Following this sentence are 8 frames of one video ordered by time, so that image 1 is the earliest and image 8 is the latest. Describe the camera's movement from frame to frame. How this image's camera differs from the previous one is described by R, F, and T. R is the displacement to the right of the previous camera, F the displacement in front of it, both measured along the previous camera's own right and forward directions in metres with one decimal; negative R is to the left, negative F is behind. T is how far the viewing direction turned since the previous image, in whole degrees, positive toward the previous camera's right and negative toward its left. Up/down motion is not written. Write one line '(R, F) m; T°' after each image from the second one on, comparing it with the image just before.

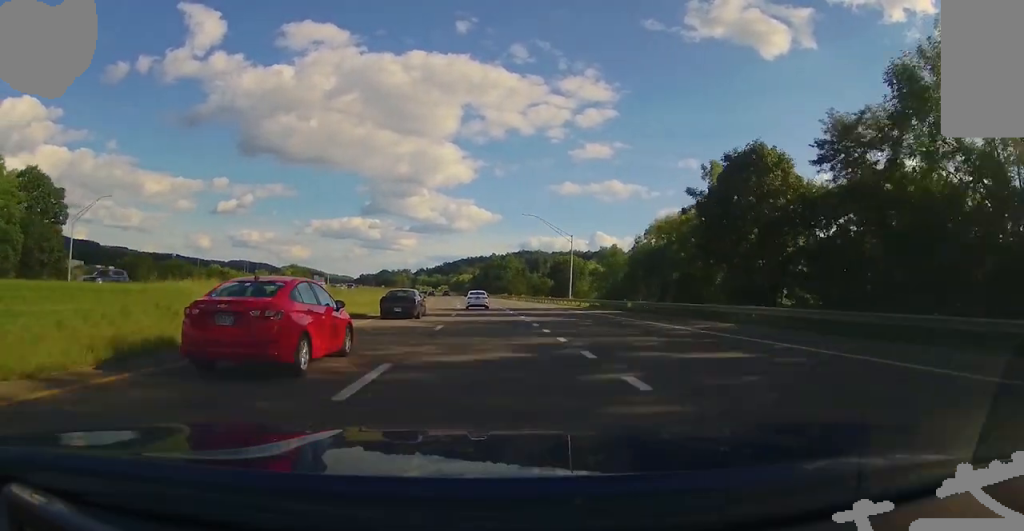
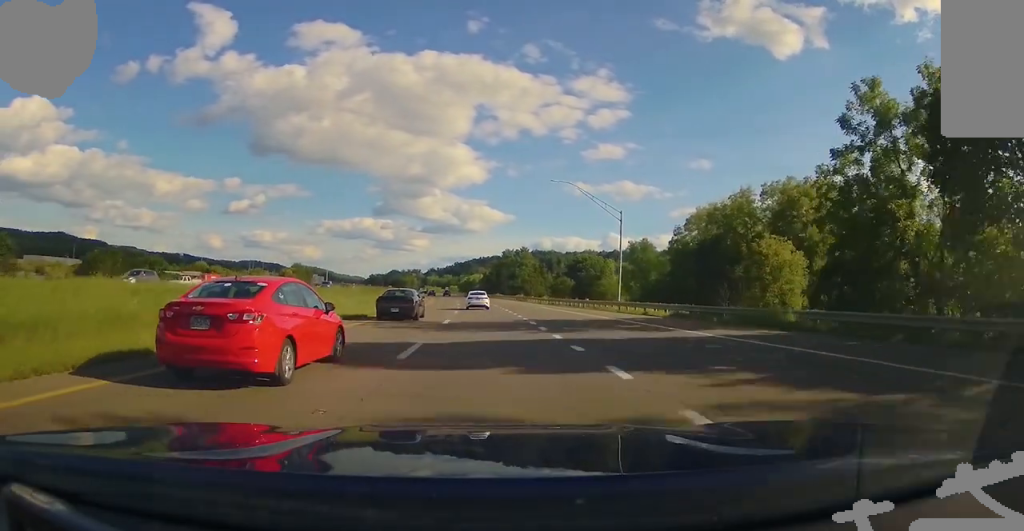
(-0.5, +20.7) m; -3°
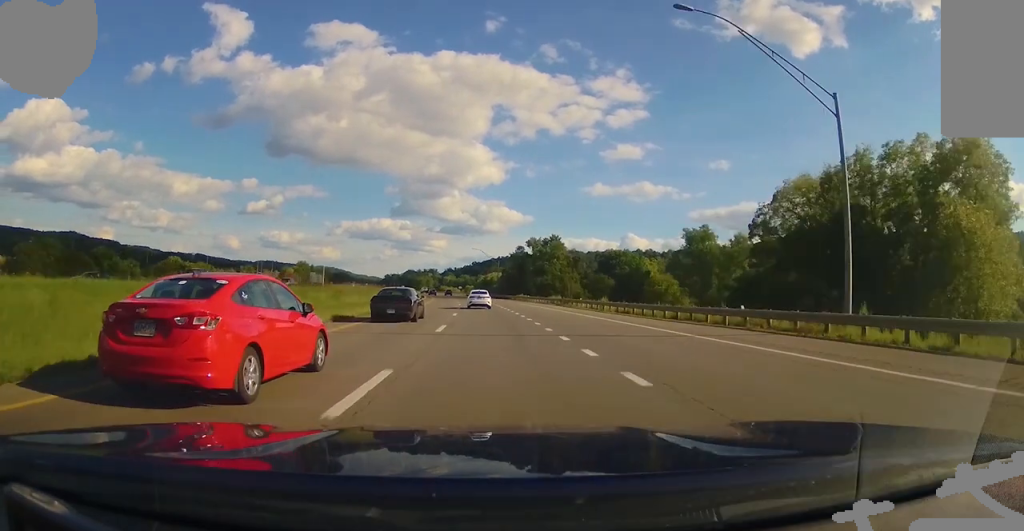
(-1.0, +29.9) m; -3°
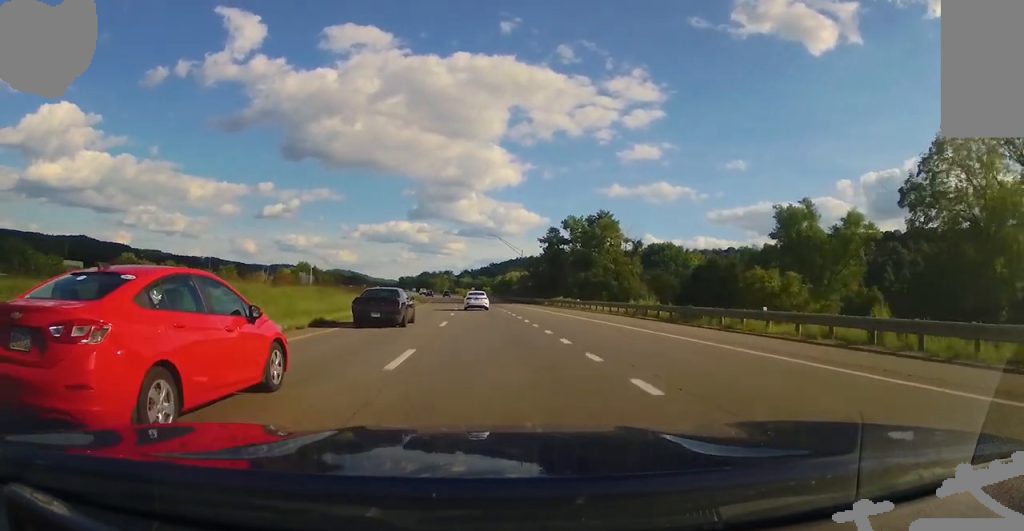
(-0.7, +33.3) m; -2°
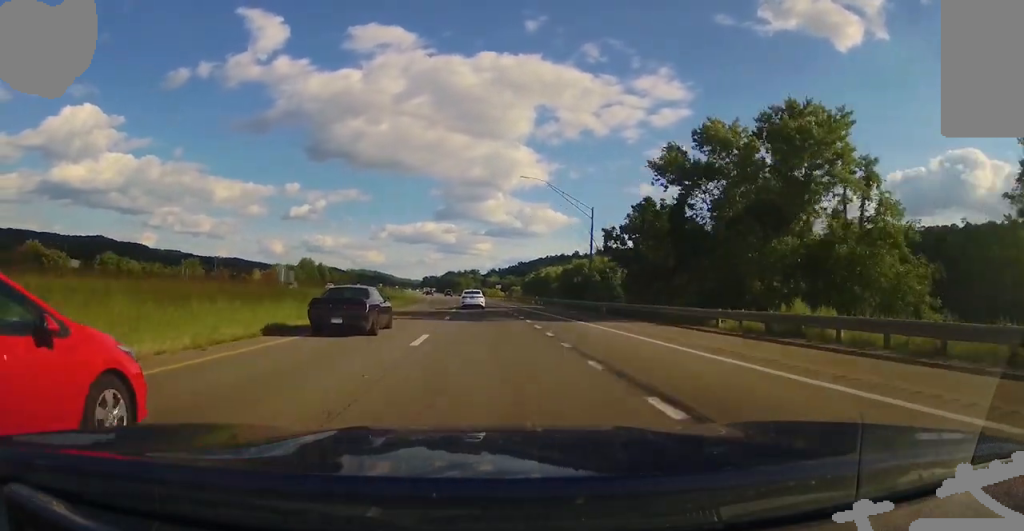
(-0.7, +44.7) m; -4°
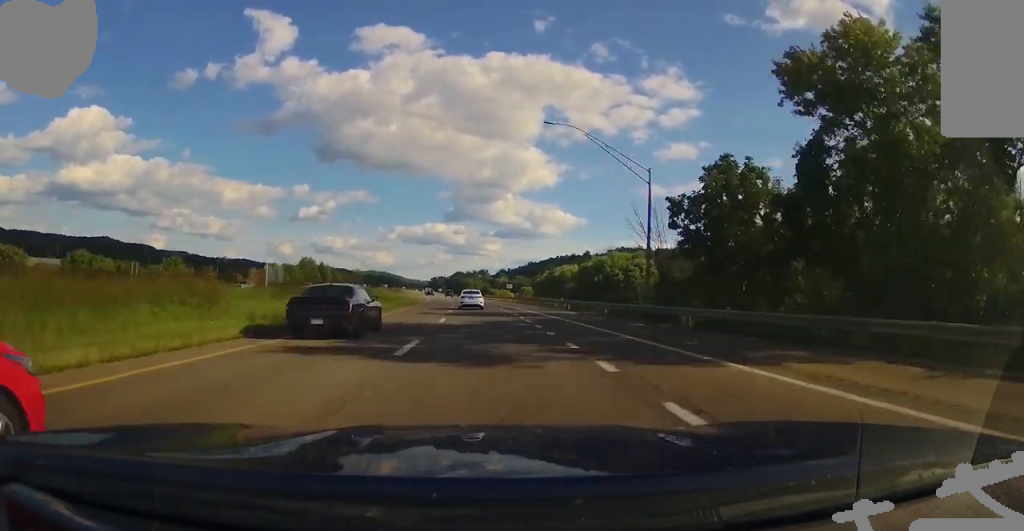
(-0.8, +14.9) m; -1°
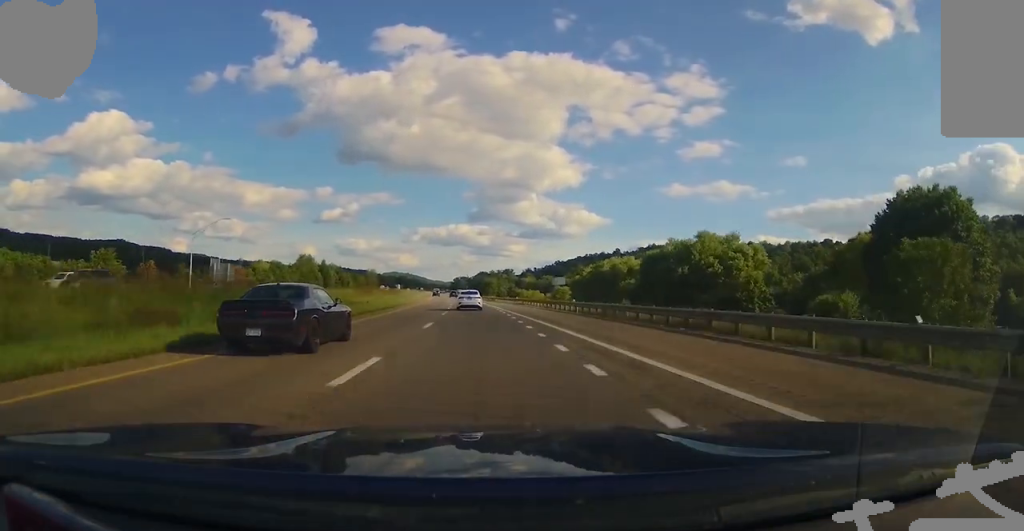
(-1.5, +40.3) m; -2°
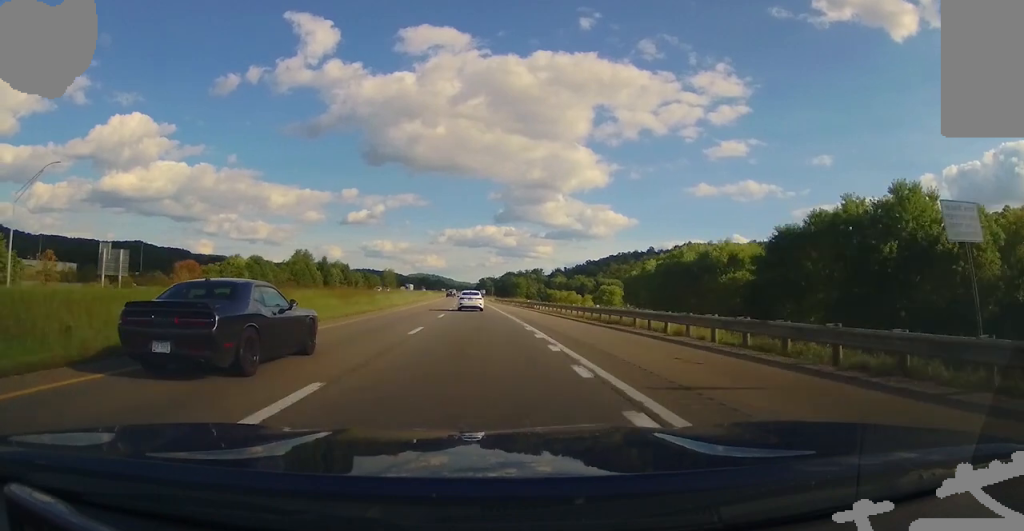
(0.0, +40.3) m; 0°
